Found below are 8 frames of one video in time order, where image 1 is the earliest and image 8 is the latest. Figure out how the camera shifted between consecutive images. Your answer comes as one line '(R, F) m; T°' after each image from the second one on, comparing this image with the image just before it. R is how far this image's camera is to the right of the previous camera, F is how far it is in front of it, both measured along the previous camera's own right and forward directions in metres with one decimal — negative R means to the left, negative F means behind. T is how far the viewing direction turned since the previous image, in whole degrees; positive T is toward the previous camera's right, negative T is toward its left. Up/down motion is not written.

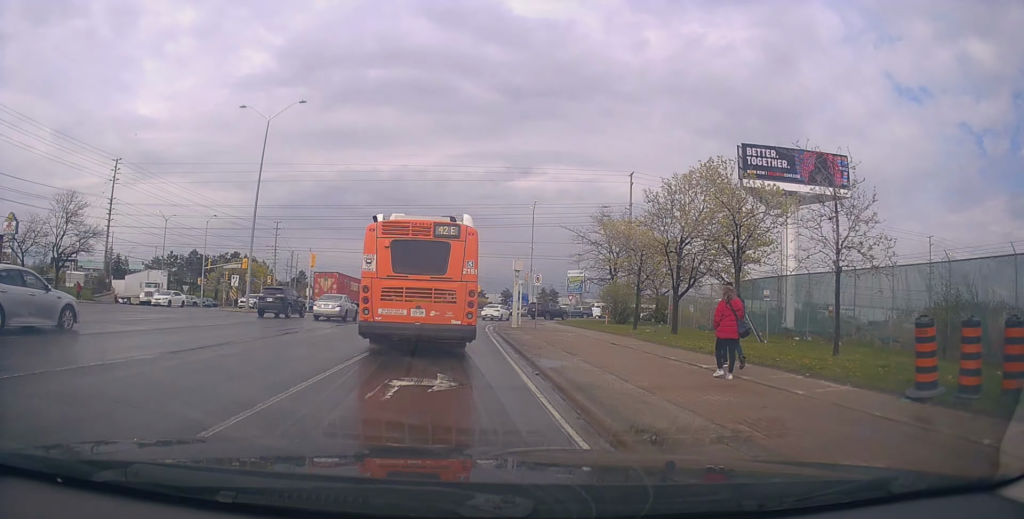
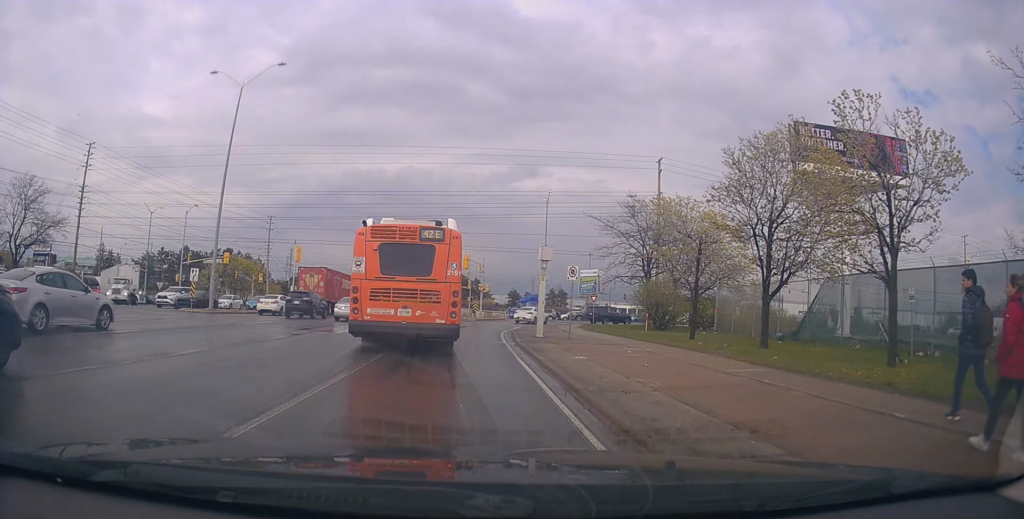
(-0.3, +7.5) m; +2°
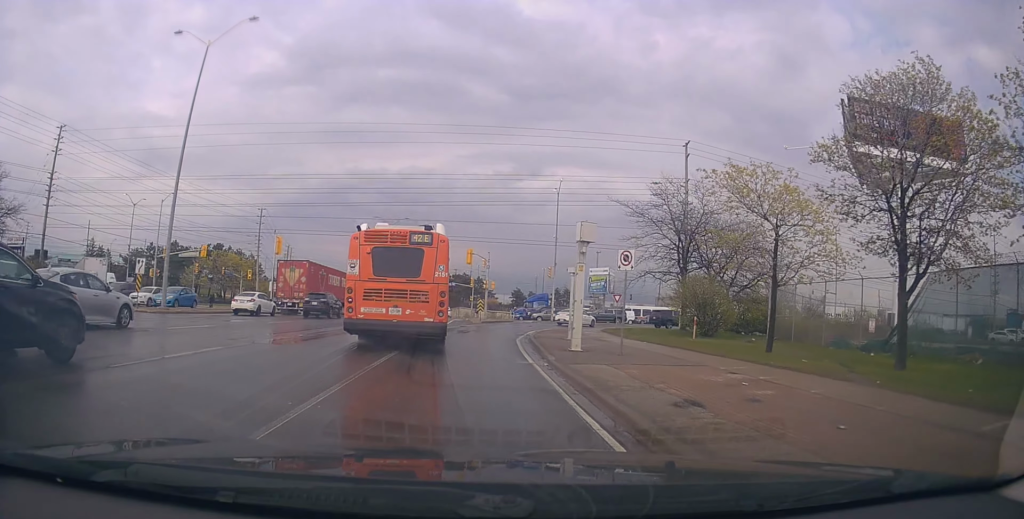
(+0.5, +6.8) m; +1°
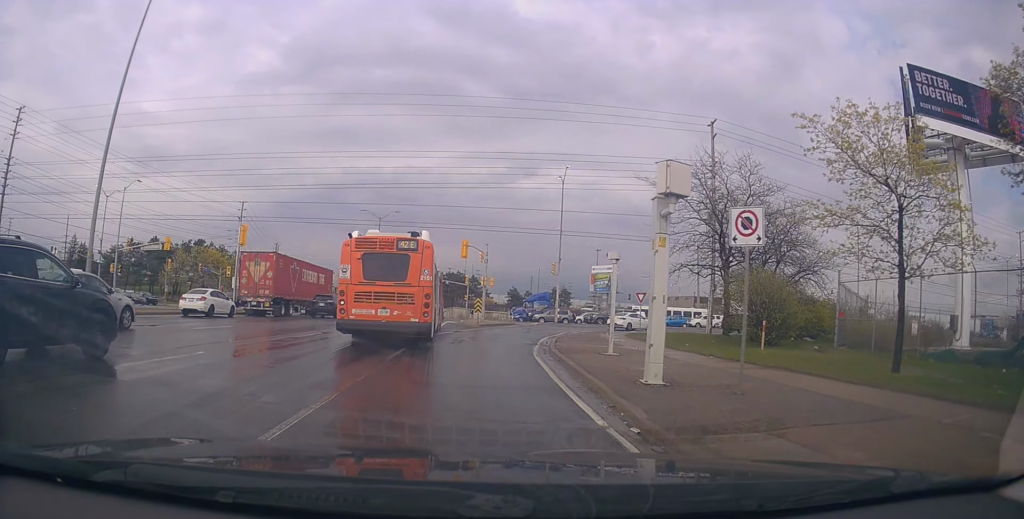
(-0.2, +7.0) m; 0°
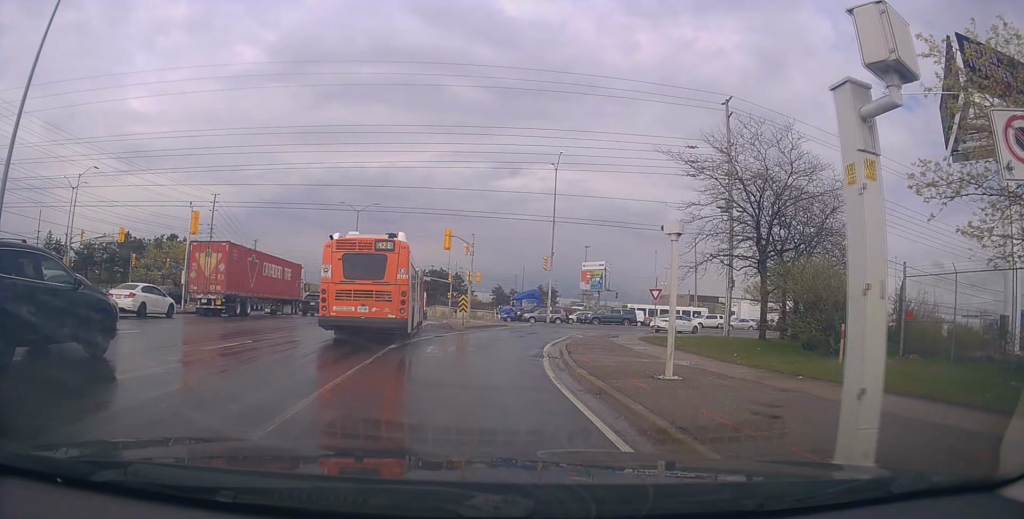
(0.0, +5.4) m; +2°
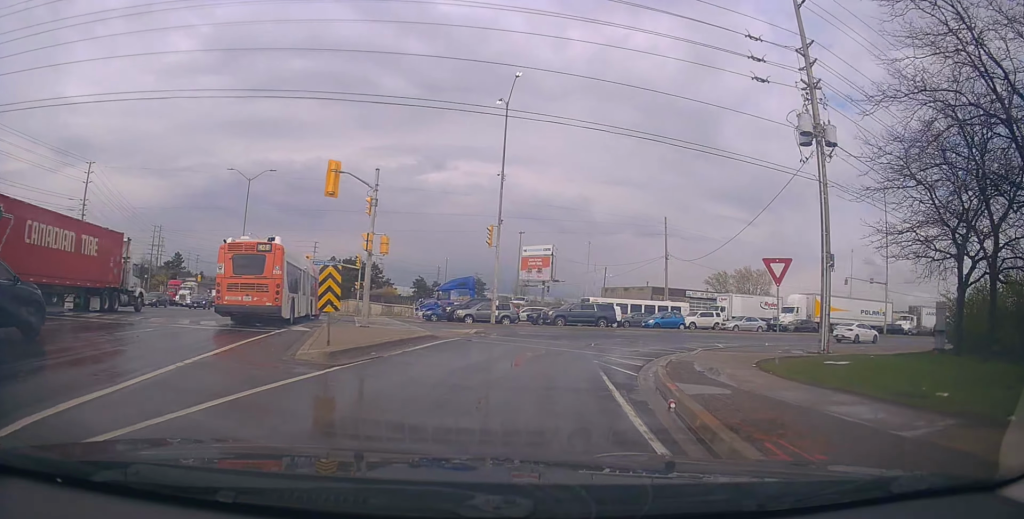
(+1.5, +17.5) m; +8°
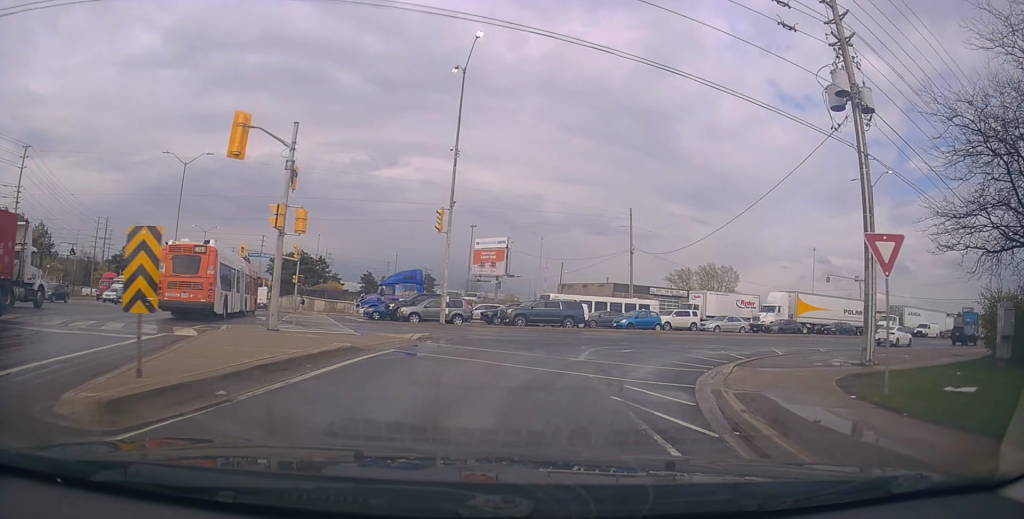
(-0.3, +5.5) m; +4°
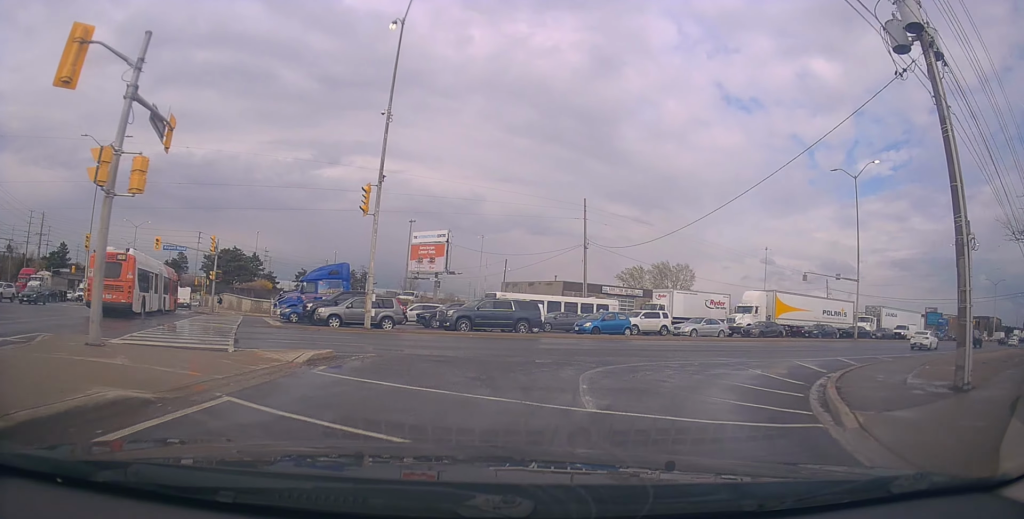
(+0.7, +6.2) m; +11°
